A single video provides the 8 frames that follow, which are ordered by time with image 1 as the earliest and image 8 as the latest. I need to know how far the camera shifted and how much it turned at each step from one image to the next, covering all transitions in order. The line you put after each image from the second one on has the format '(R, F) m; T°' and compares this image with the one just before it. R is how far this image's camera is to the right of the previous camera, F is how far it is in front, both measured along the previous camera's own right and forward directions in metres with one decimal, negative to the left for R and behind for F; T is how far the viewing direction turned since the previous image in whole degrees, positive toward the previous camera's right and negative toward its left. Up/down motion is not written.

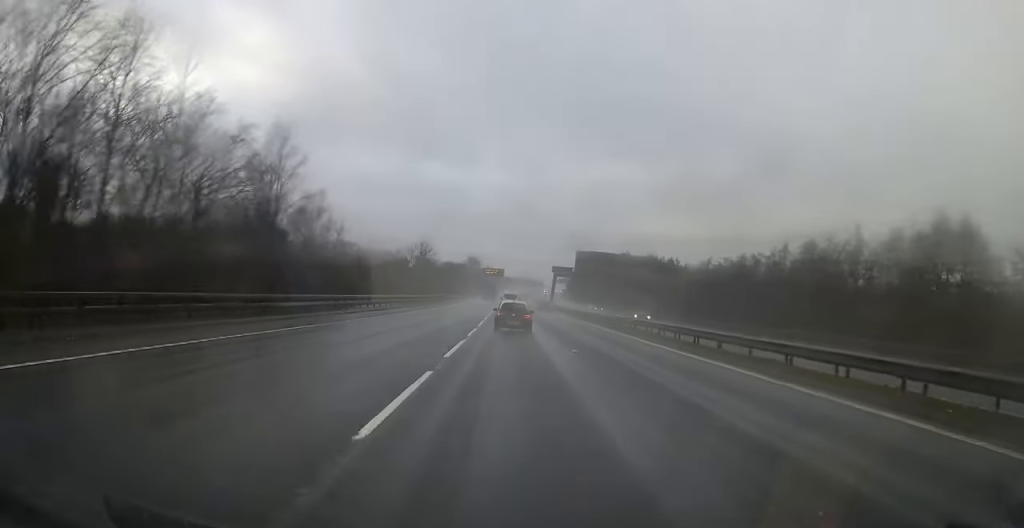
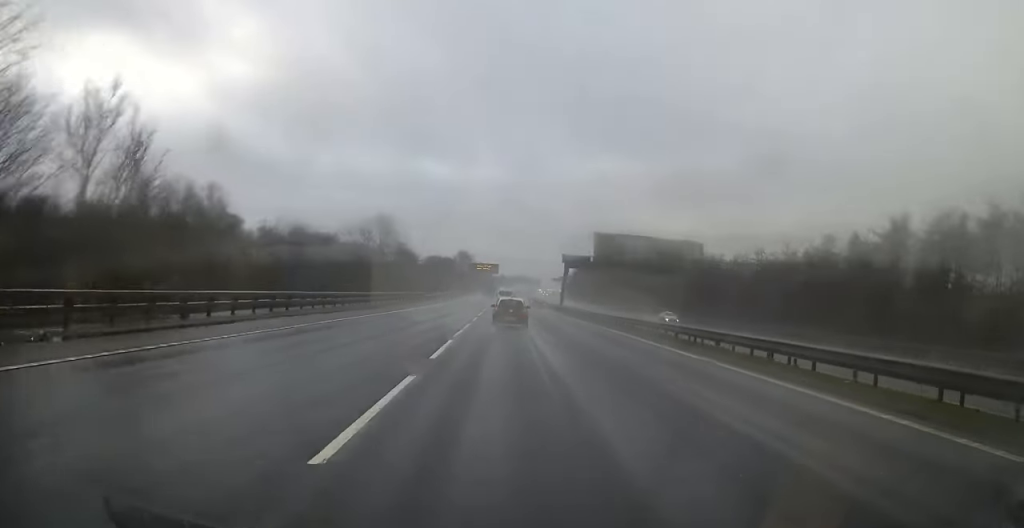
(+0.1, +29.5) m; 0°
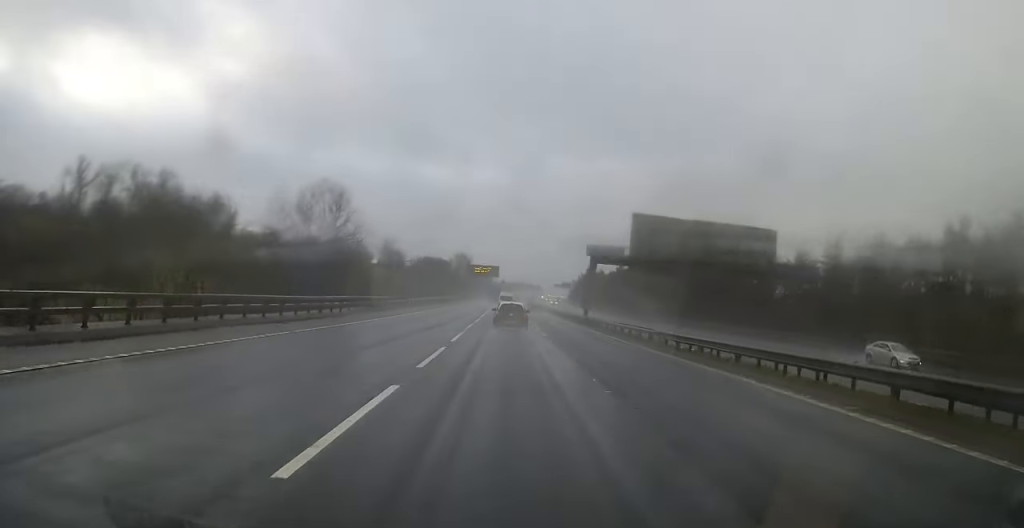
(+0.1, +24.0) m; 0°
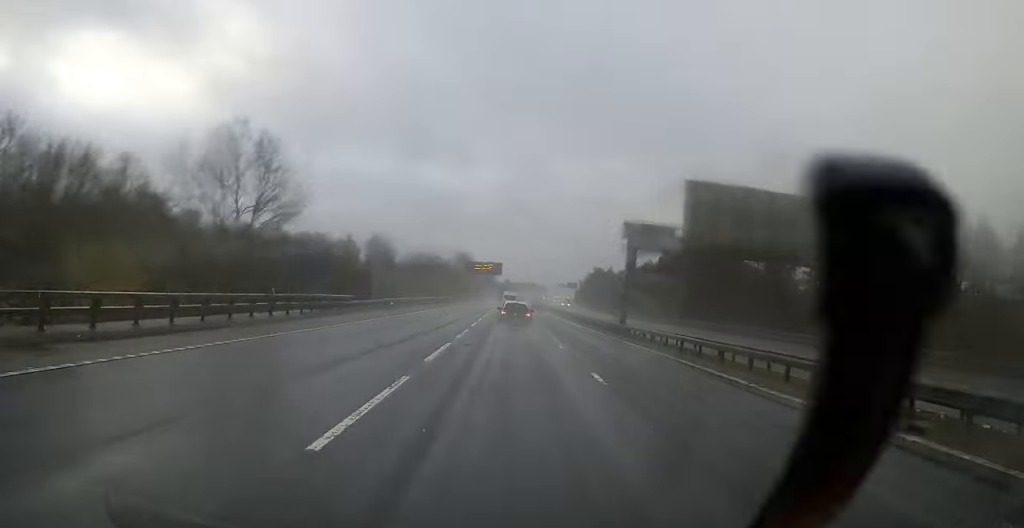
(0.0, +17.2) m; 0°
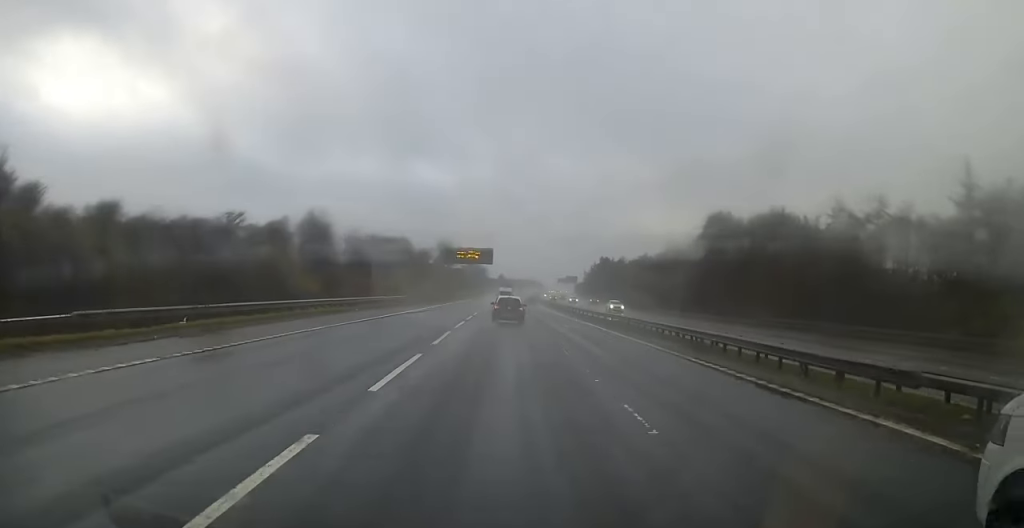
(-0.4, +41.2) m; 0°
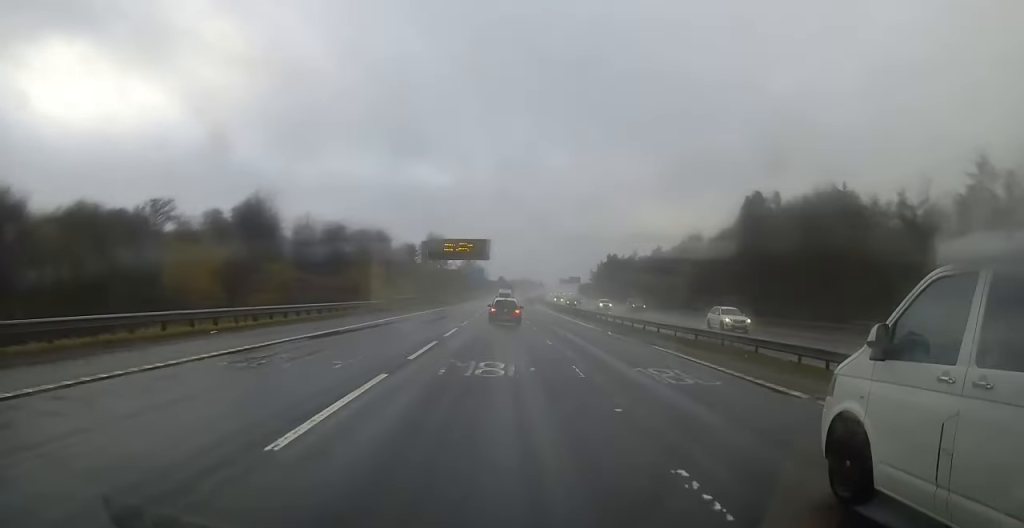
(+0.2, +21.5) m; 0°
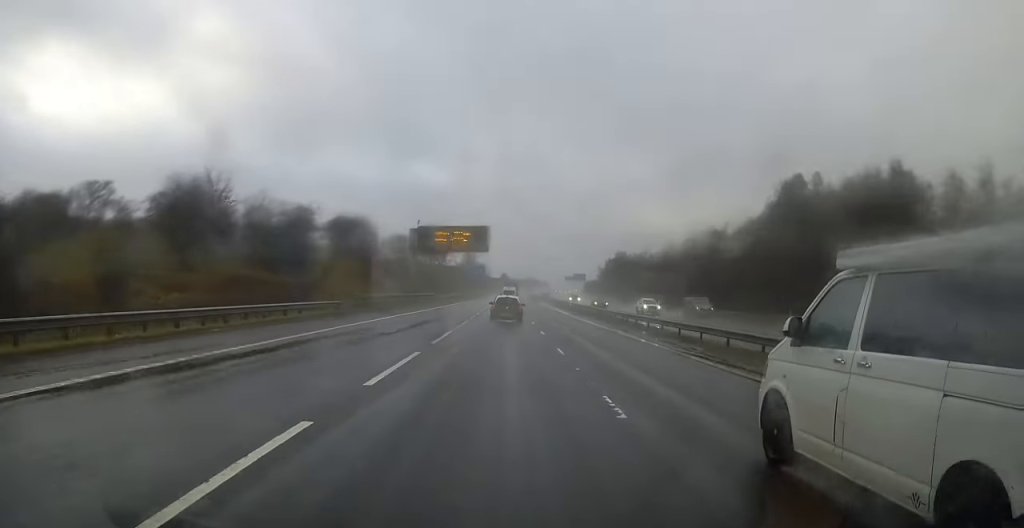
(-0.2, +13.5) m; 0°
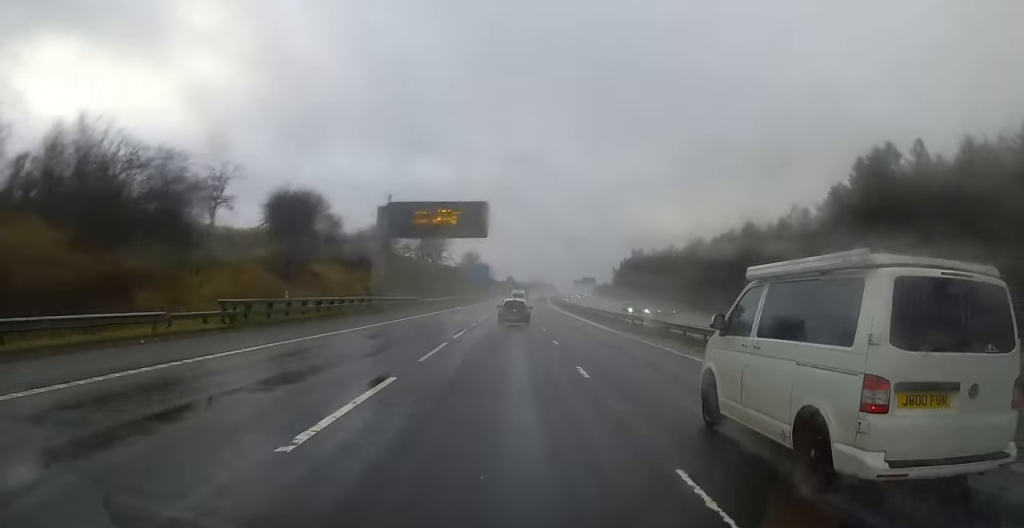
(0.0, +22.2) m; 0°
